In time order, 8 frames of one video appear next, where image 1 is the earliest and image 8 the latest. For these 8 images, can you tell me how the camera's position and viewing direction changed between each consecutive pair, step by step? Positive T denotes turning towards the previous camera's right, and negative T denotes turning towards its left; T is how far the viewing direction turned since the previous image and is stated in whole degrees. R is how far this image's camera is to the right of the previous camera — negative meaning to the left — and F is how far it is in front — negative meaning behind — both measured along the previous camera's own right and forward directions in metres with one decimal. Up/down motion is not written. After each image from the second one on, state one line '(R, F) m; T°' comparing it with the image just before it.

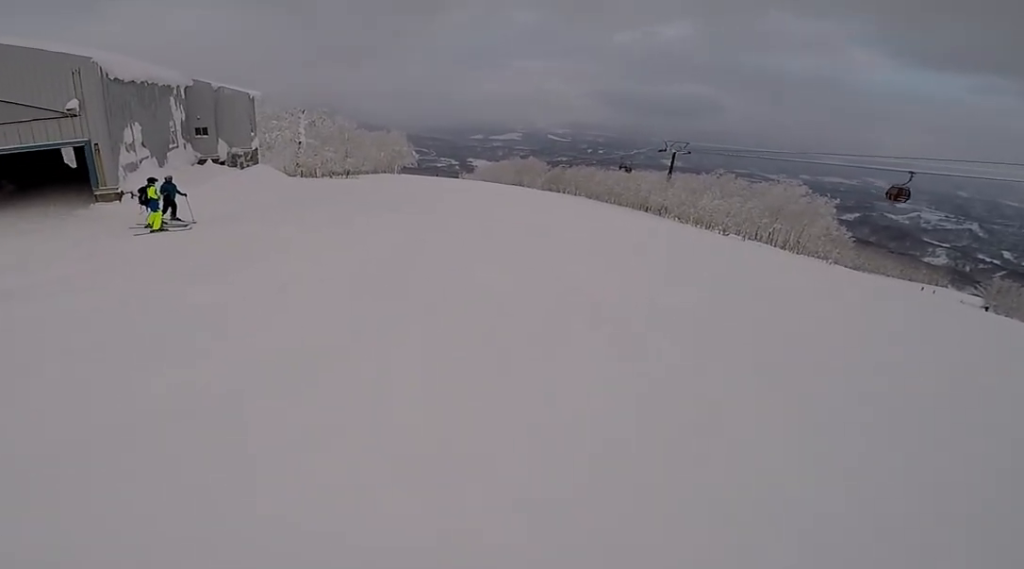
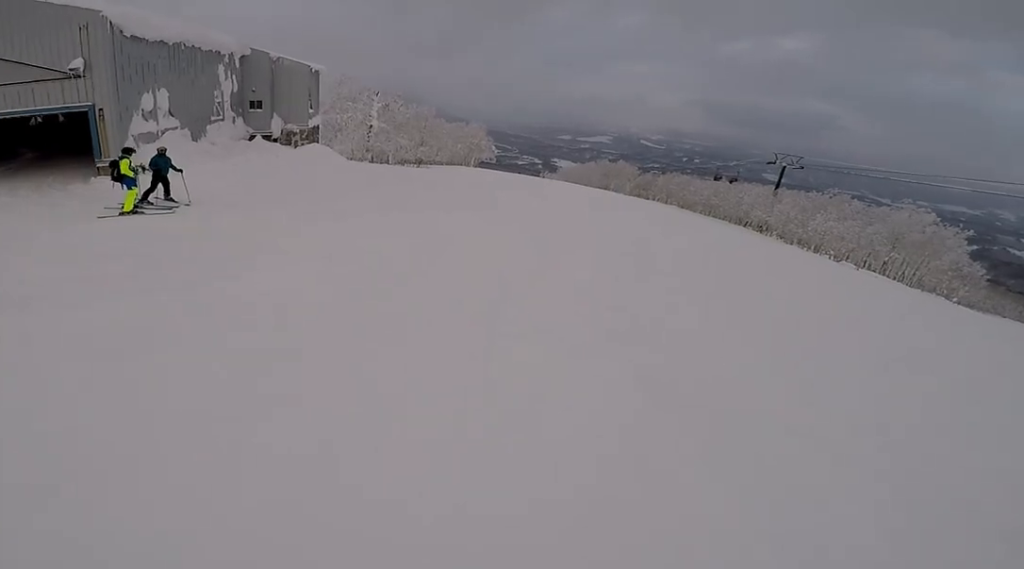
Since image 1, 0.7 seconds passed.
(-0.6, +4.1) m; -6°
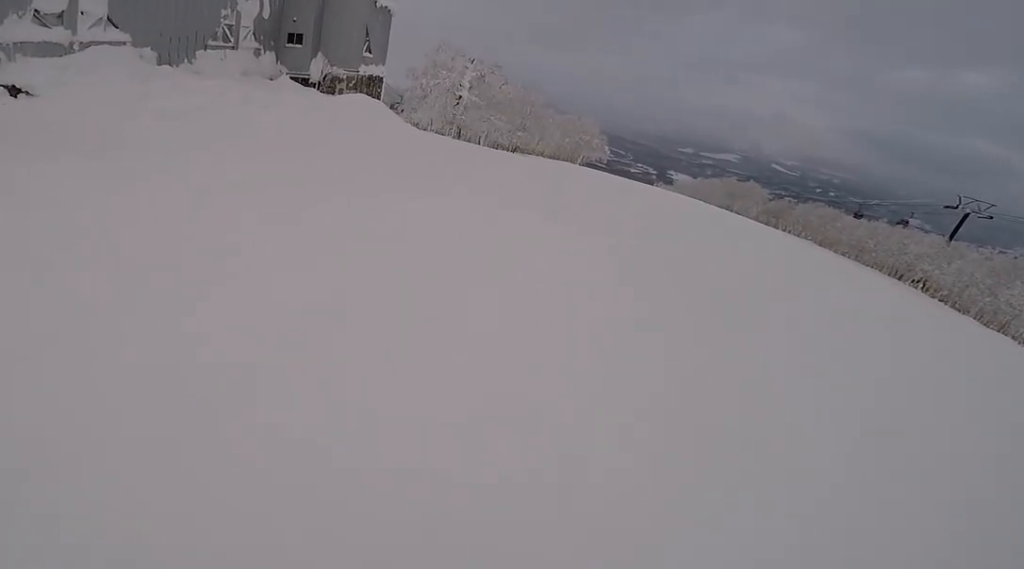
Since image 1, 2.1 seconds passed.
(-0.6, +8.1) m; -12°
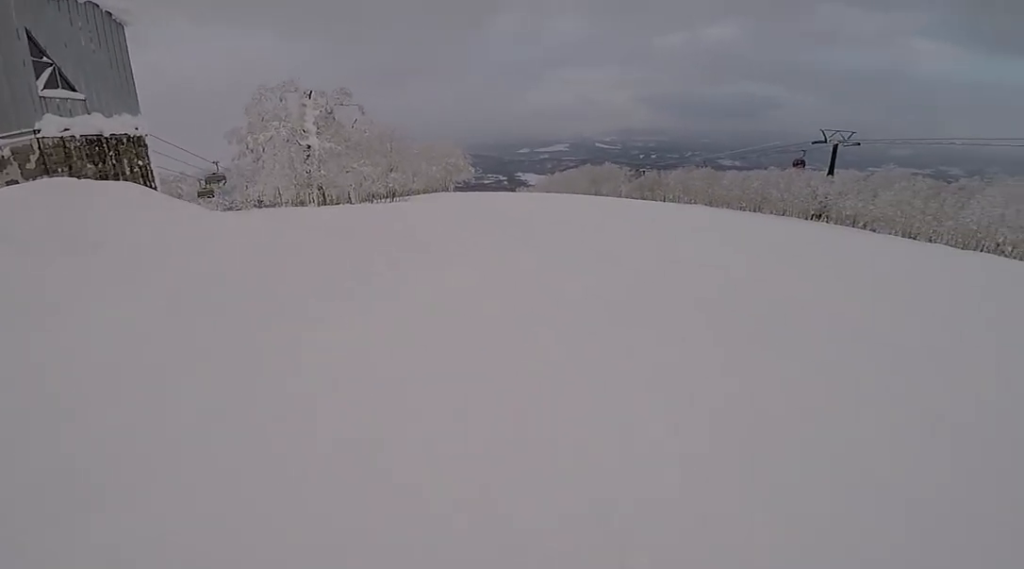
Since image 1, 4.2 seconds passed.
(+0.5, +12.3) m; +16°
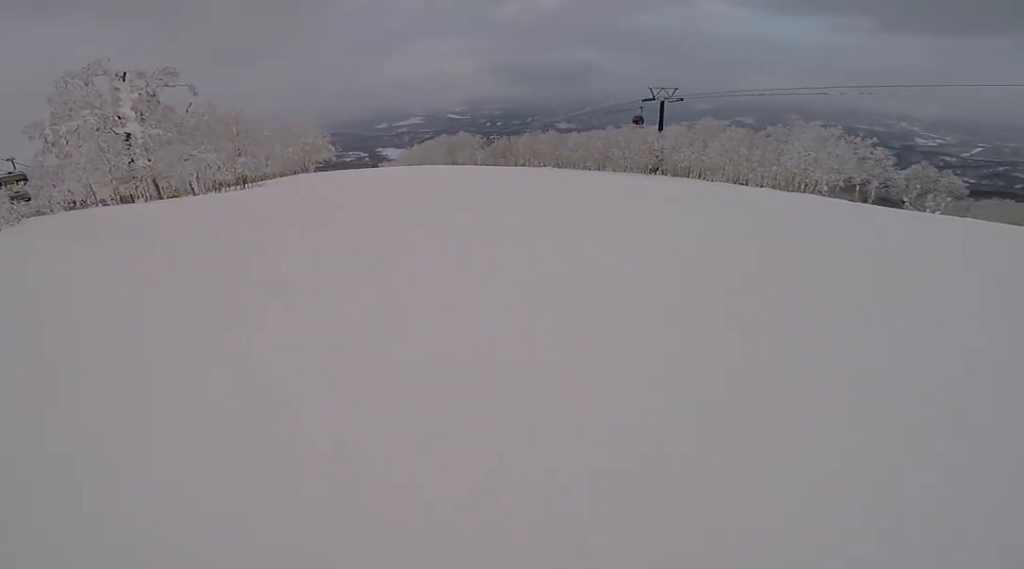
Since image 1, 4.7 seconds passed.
(0.0, +2.6) m; +6°
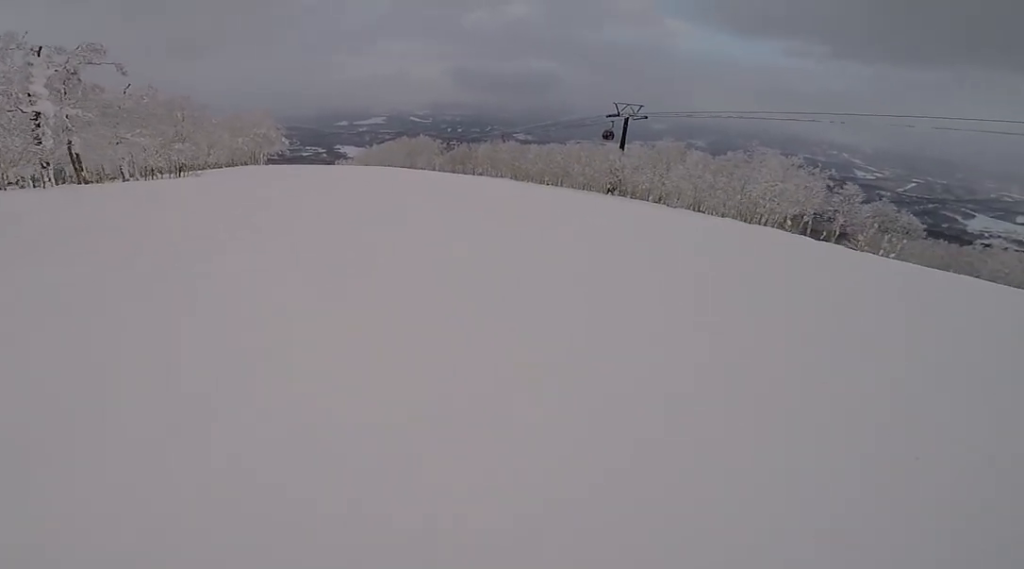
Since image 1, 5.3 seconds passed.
(+0.3, +3.0) m; +1°
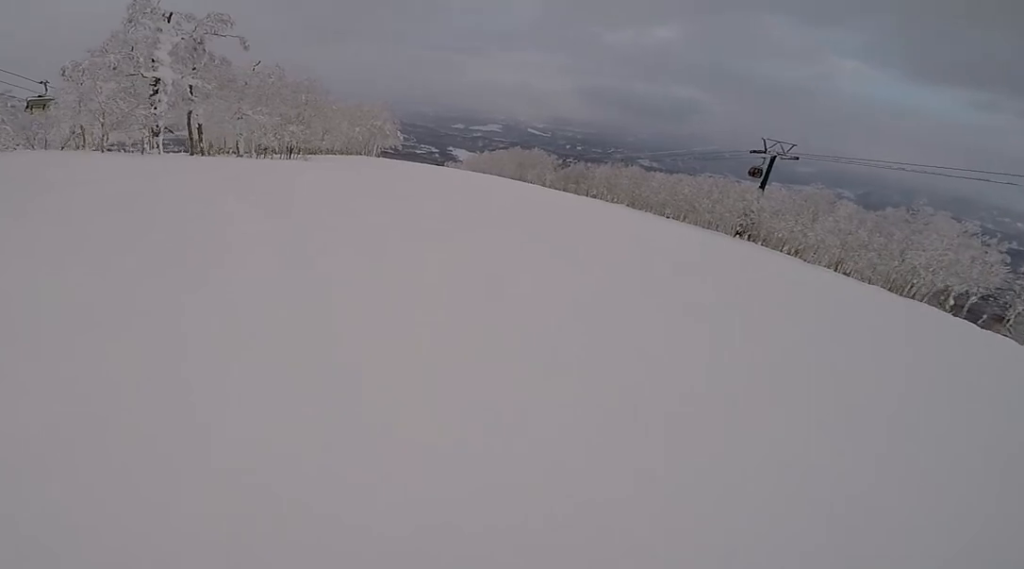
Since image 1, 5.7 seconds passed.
(+0.3, +2.2) m; -1°
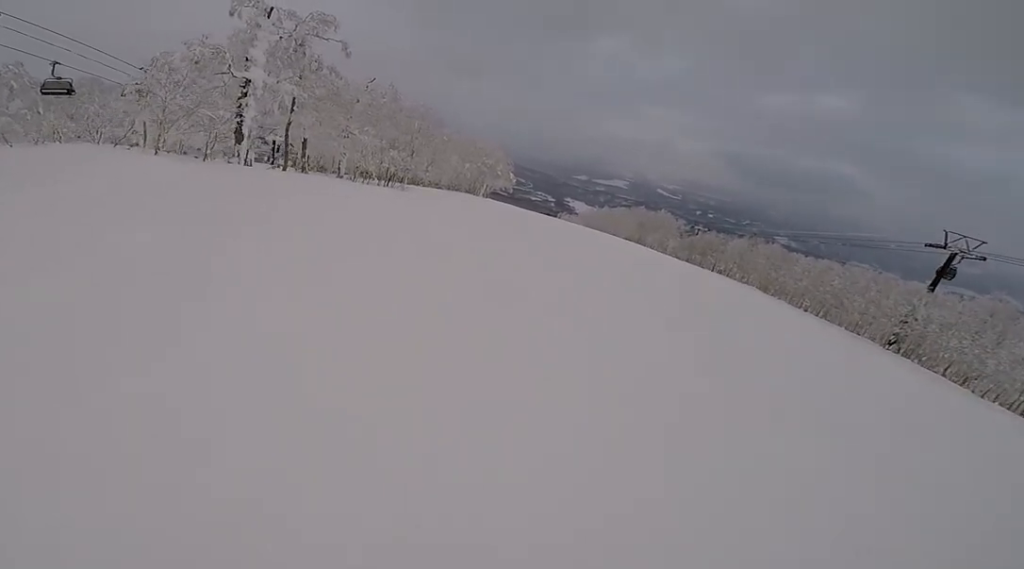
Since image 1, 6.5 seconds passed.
(-0.5, +4.0) m; -16°
